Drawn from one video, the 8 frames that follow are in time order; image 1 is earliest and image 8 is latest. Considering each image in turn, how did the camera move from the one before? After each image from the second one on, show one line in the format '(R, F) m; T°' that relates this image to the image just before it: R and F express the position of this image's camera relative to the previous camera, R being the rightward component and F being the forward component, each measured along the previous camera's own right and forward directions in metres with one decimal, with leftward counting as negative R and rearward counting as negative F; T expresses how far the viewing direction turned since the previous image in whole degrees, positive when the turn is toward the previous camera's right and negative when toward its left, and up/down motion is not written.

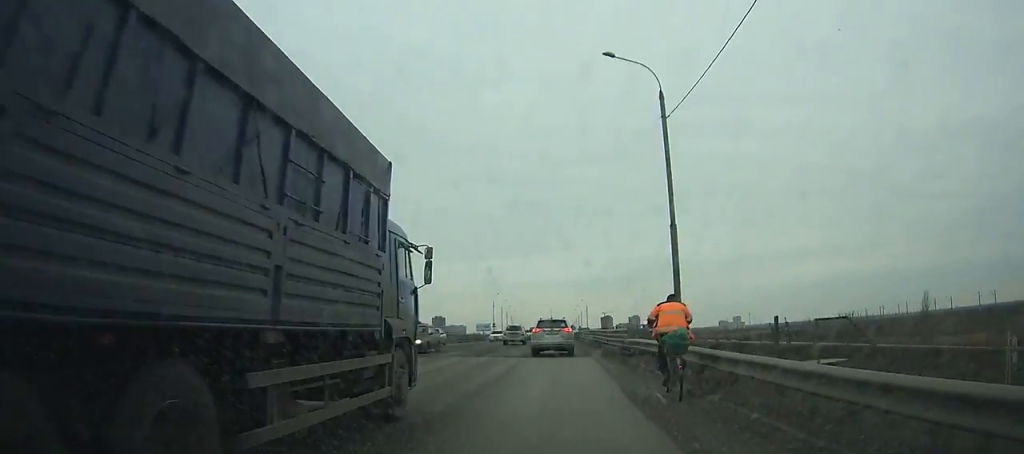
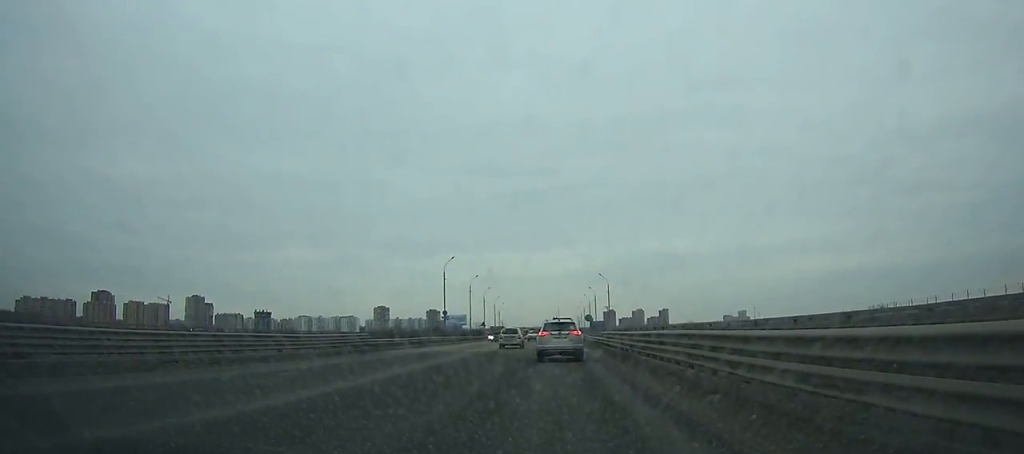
(-0.1, +63.6) m; 0°
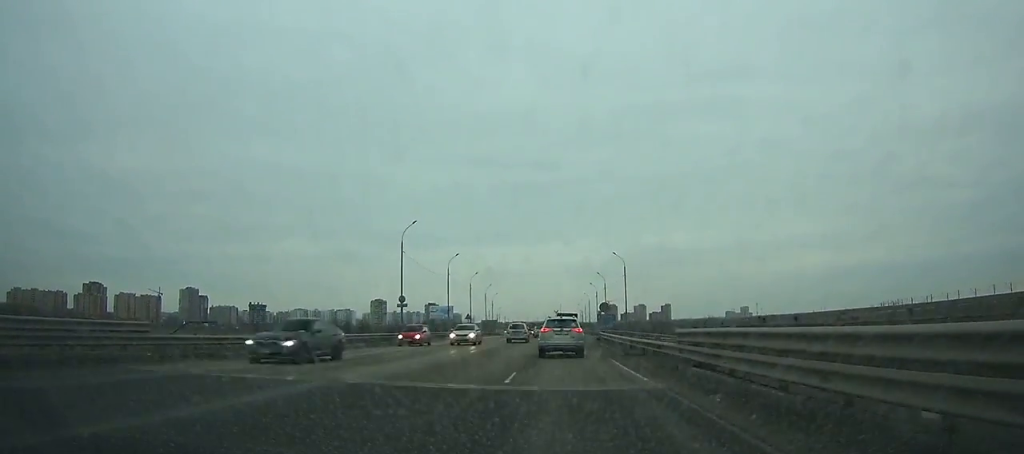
(-0.1, +23.0) m; 0°
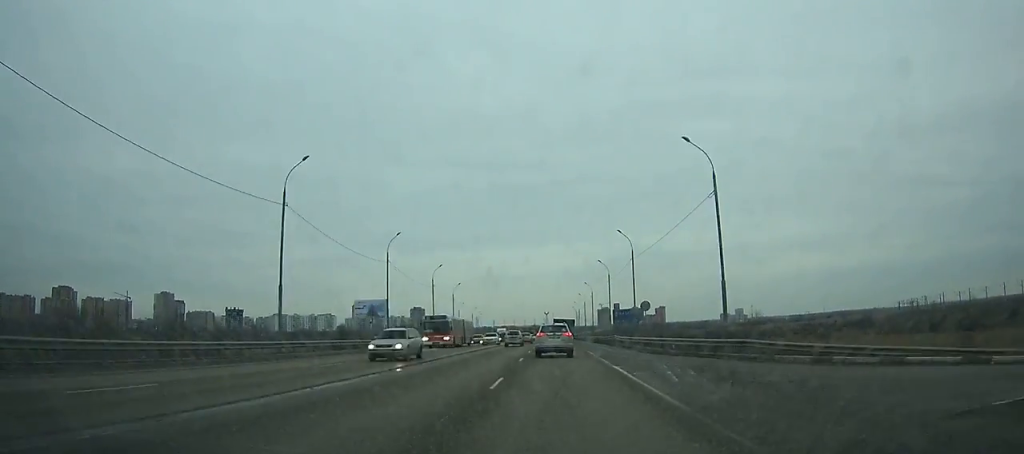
(+0.1, +50.3) m; 0°
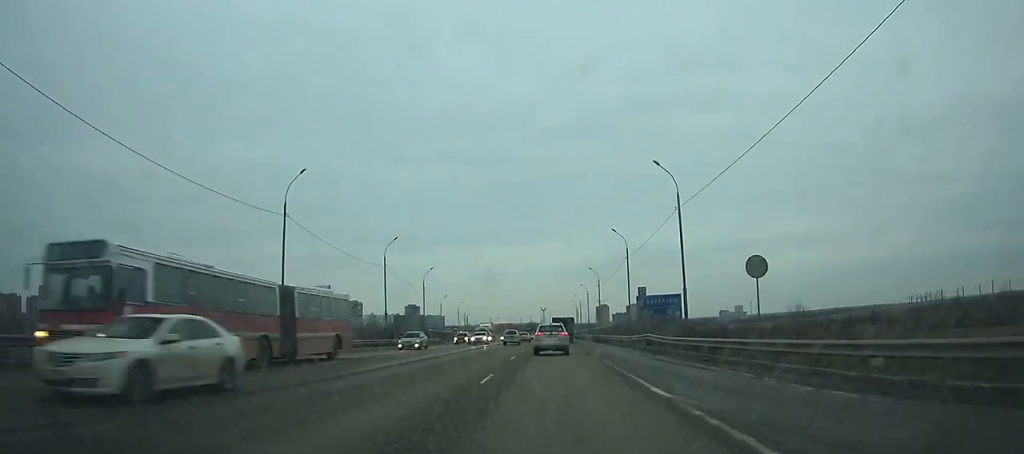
(+0.1, +23.7) m; 0°
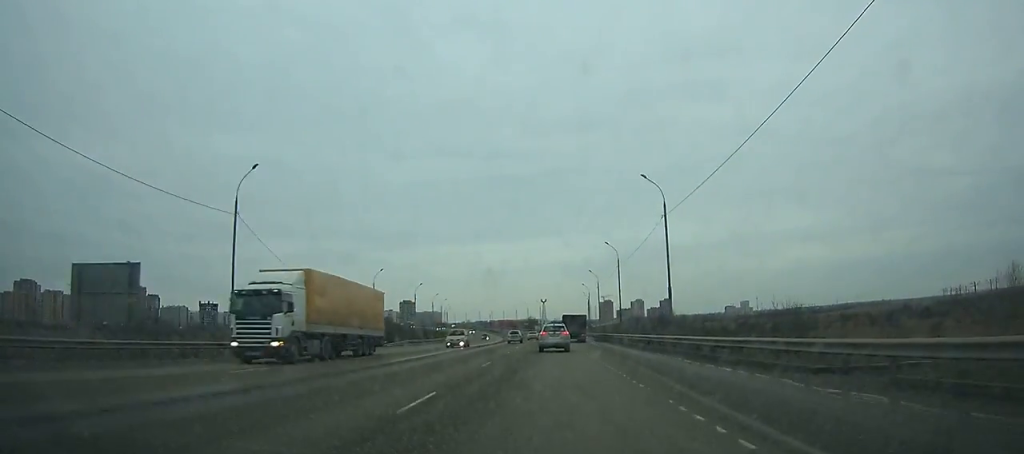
(-0.2, +54.3) m; 0°
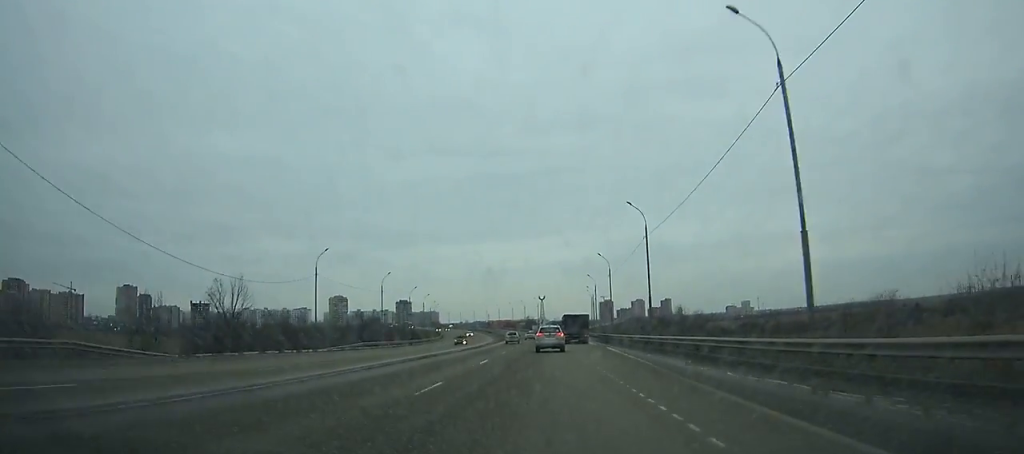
(0.0, +21.4) m; 0°
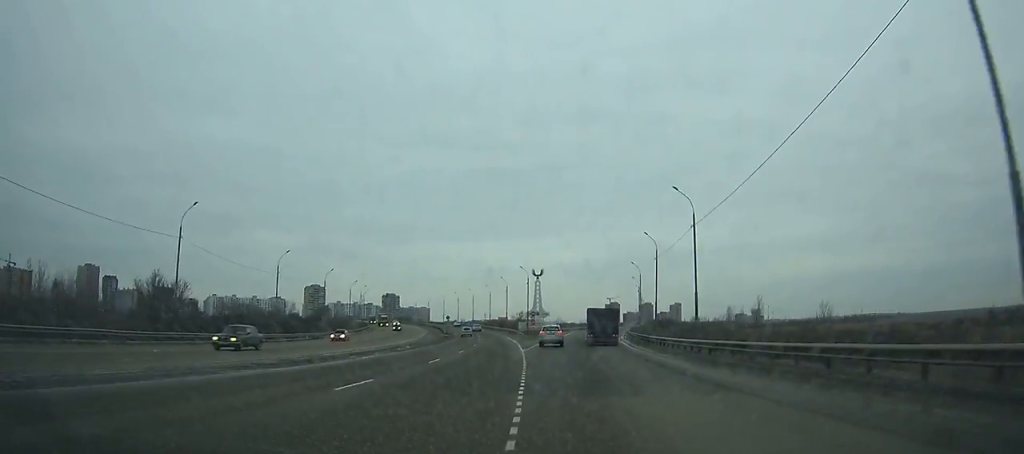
(+0.3, +99.3) m; +2°
